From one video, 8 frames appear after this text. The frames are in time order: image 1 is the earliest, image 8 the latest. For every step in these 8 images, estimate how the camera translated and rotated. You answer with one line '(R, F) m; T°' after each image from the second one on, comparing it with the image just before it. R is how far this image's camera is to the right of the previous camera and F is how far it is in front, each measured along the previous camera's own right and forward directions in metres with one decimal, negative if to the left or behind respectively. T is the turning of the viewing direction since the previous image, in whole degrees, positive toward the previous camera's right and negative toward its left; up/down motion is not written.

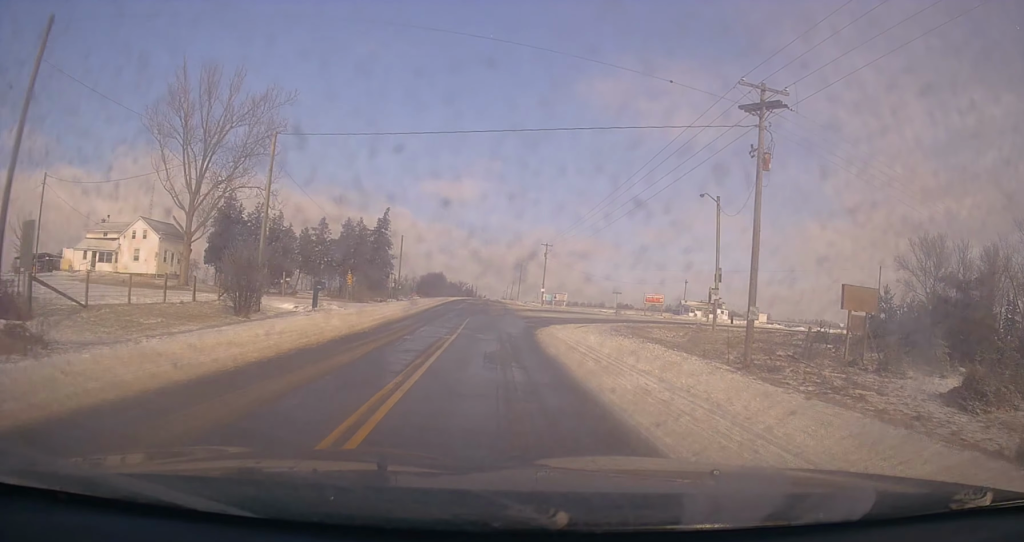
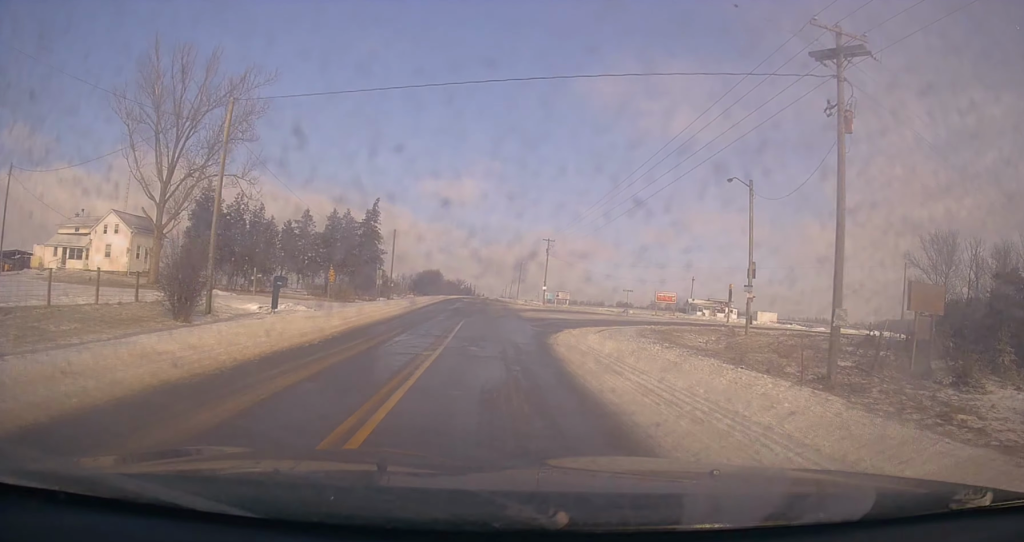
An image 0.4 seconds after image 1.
(0.0, +6.0) m; 0°
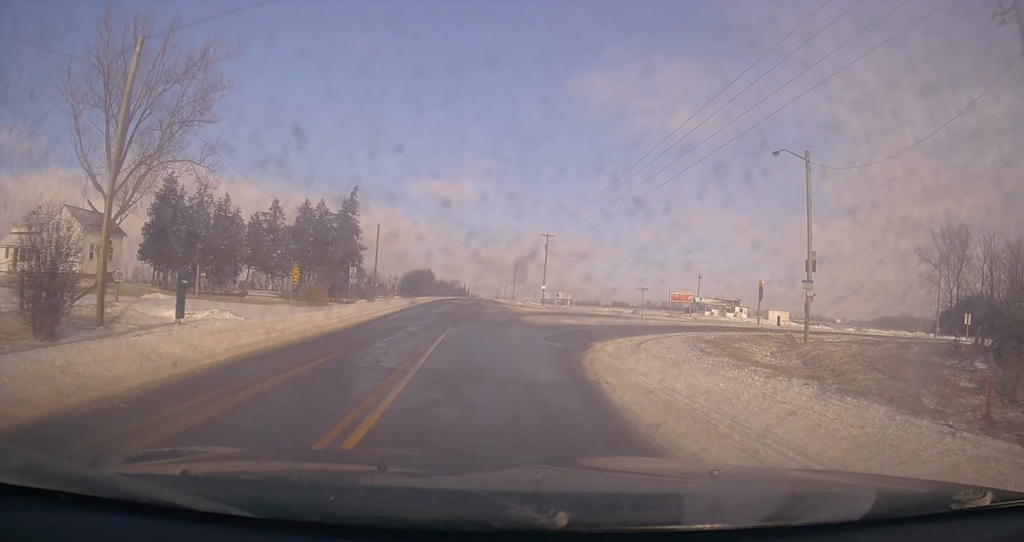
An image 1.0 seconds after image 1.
(+0.1, +7.7) m; 0°
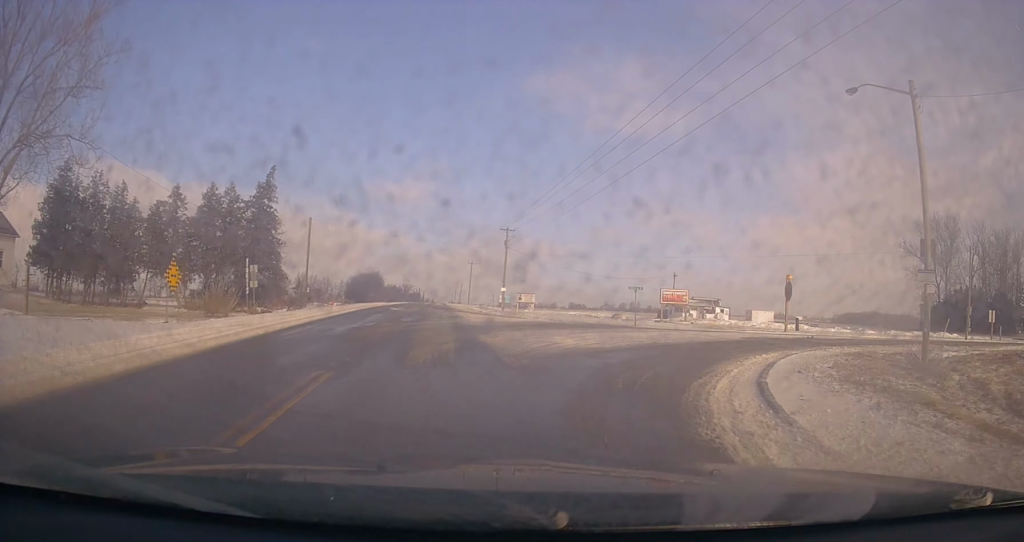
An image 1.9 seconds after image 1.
(0.0, +11.9) m; +2°
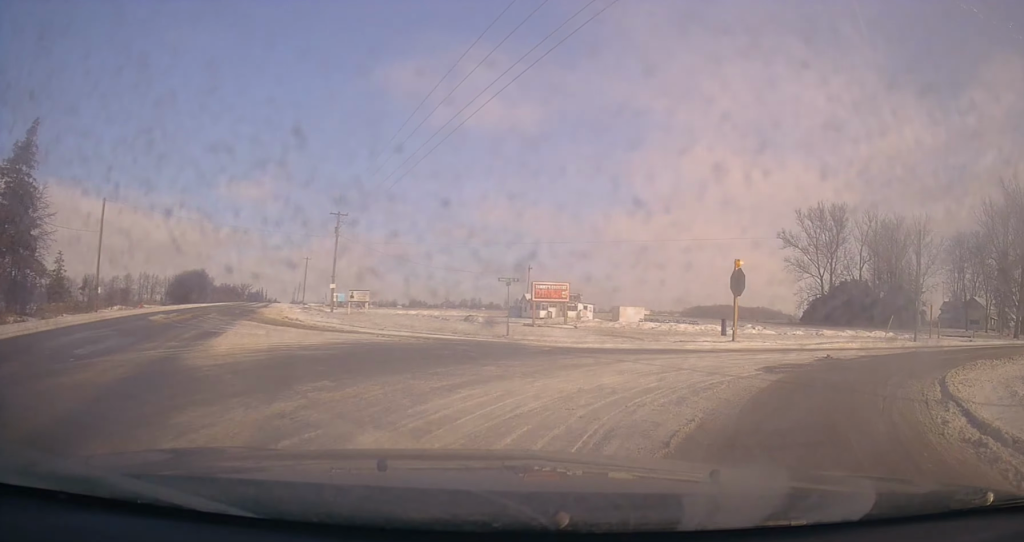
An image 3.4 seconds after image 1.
(+0.9, +15.0) m; +13°
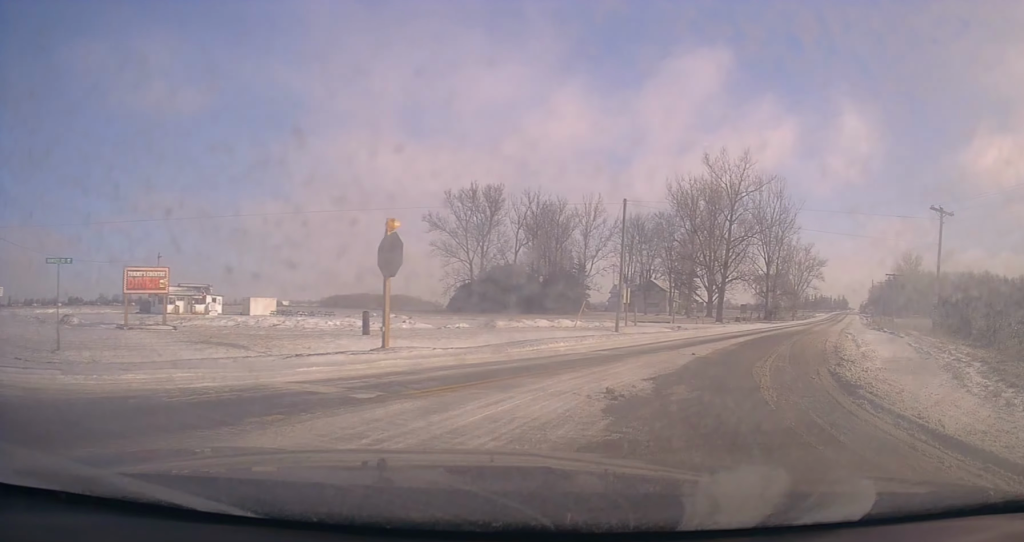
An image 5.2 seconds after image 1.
(+3.5, +11.0) m; +40°
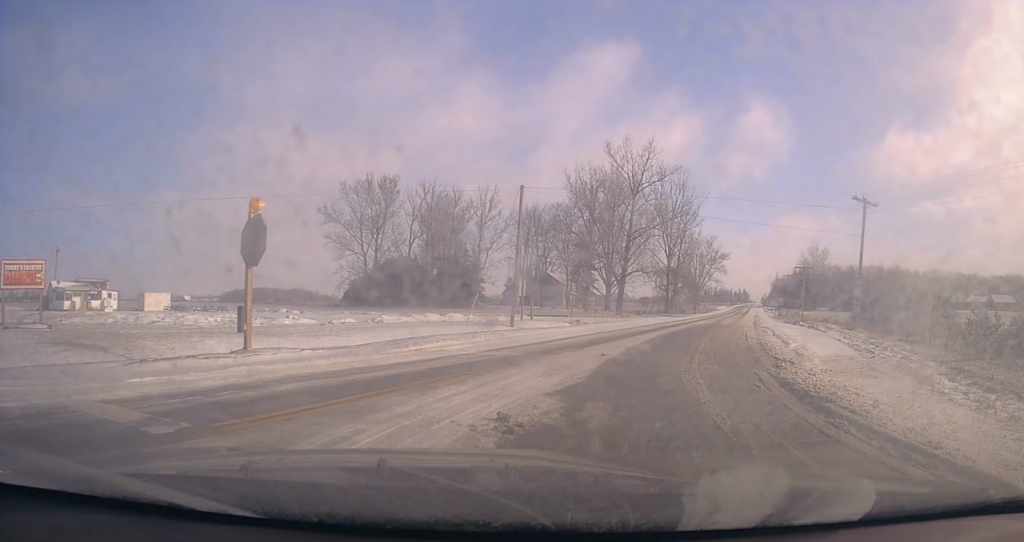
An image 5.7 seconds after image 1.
(+0.5, +2.4) m; +9°
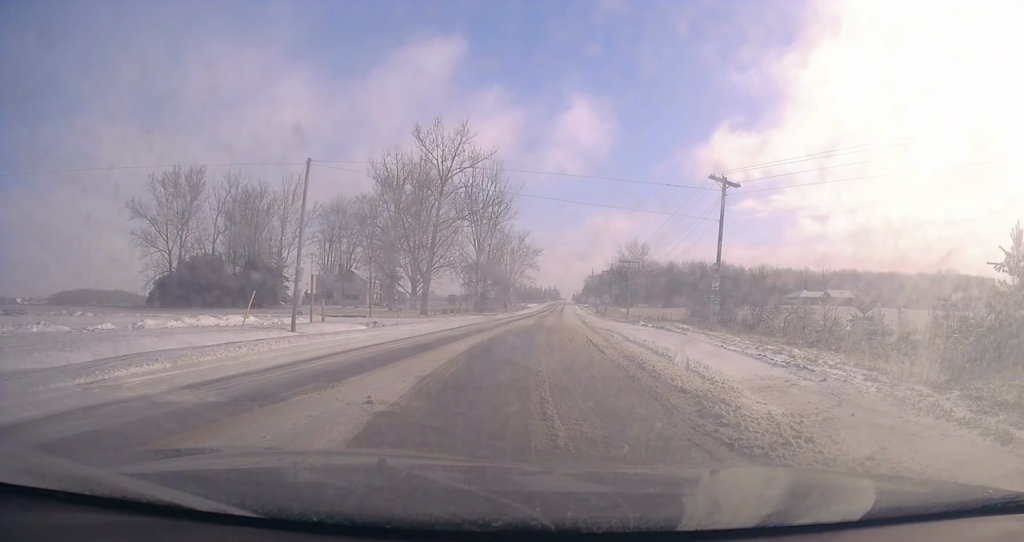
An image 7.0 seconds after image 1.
(+1.0, +6.3) m; +19°
